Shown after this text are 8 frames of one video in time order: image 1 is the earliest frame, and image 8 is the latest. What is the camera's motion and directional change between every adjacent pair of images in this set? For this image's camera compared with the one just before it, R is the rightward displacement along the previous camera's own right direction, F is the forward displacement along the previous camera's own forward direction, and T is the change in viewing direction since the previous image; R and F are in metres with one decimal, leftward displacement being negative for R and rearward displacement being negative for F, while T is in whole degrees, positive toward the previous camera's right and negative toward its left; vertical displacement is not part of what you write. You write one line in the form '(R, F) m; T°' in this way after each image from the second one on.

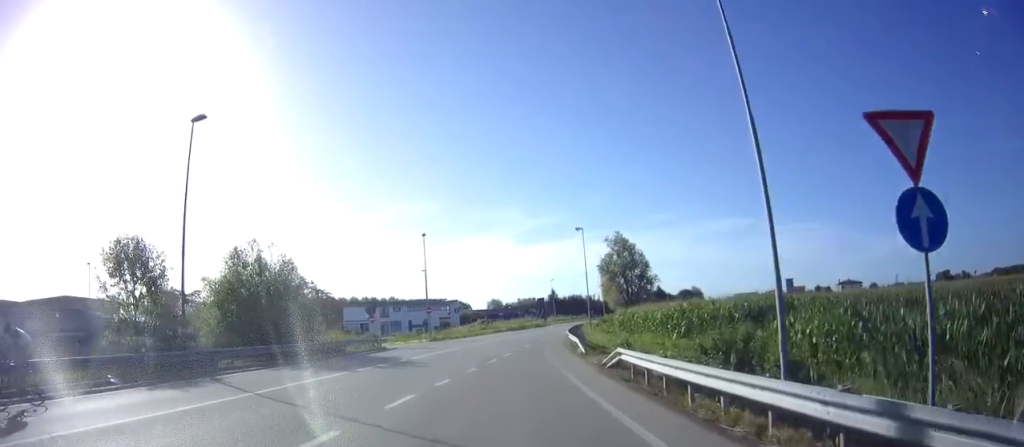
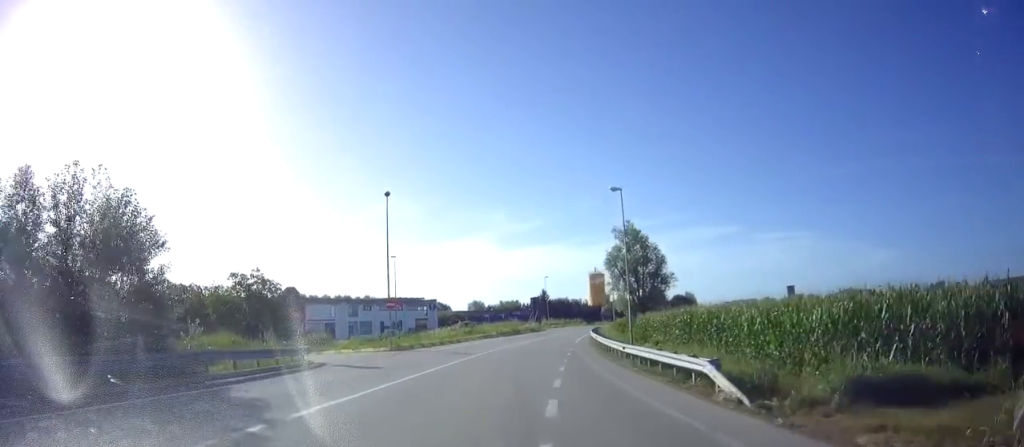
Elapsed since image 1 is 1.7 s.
(+0.1, +14.8) m; +4°
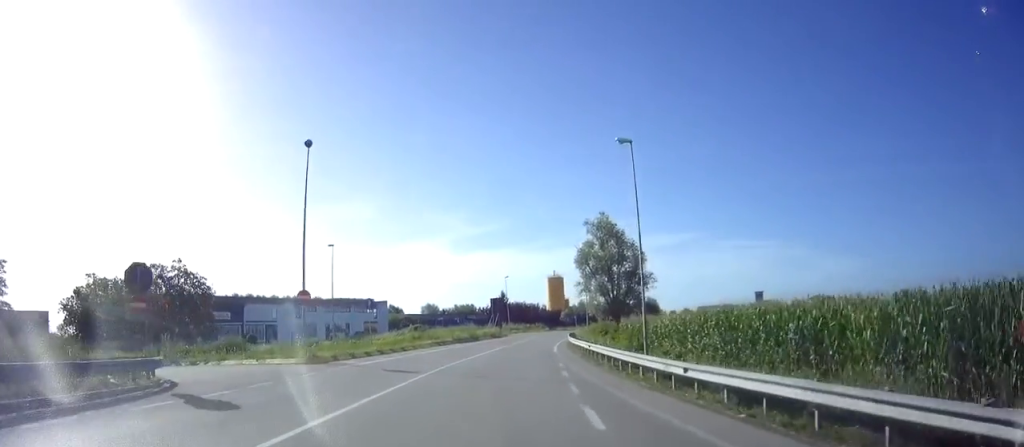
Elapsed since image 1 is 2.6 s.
(+0.4, +8.9) m; +5°
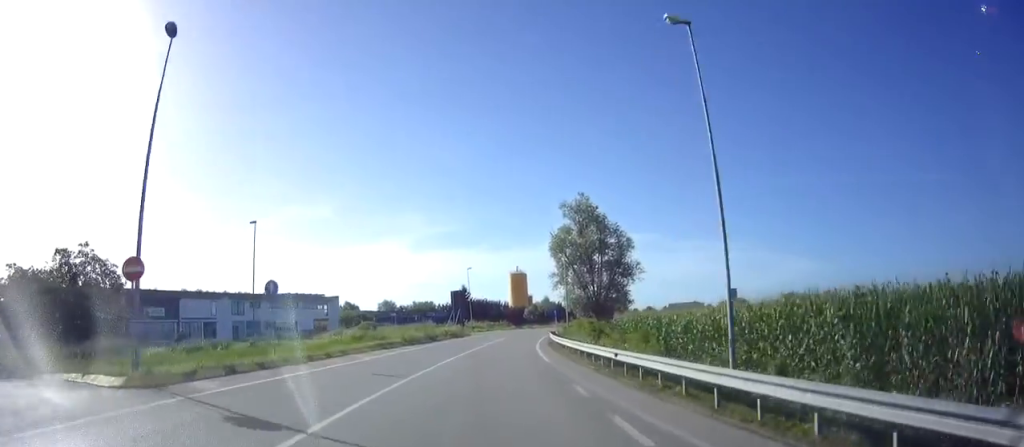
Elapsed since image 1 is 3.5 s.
(+0.4, +9.8) m; +4°
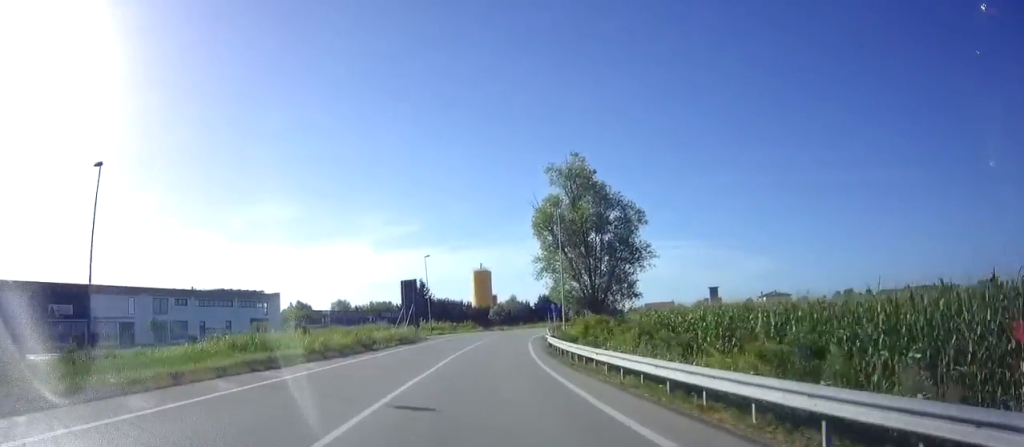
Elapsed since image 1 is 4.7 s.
(+0.5, +14.4) m; +3°
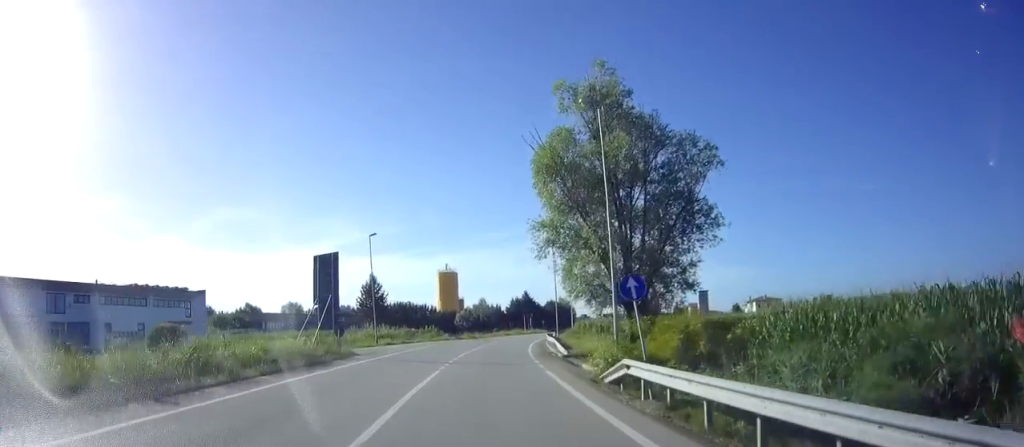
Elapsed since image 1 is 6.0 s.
(+0.8, +17.5) m; +5°
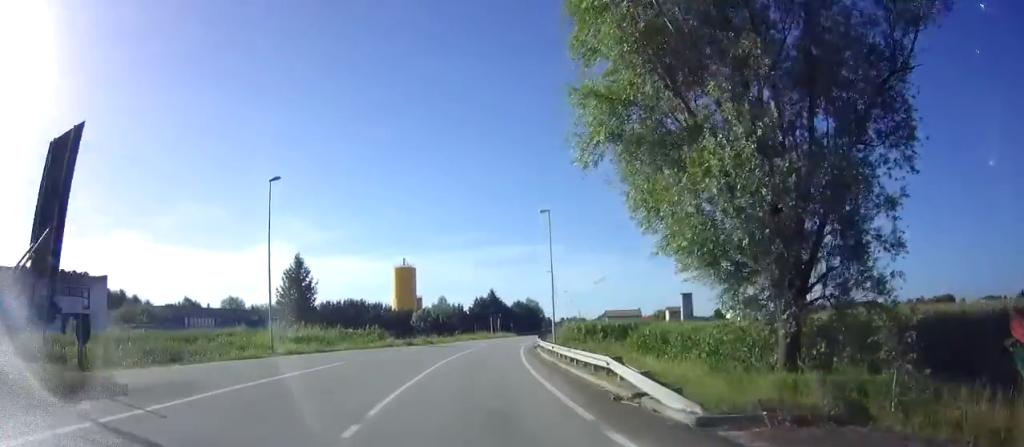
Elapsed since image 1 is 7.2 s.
(+0.1, +16.8) m; +3°
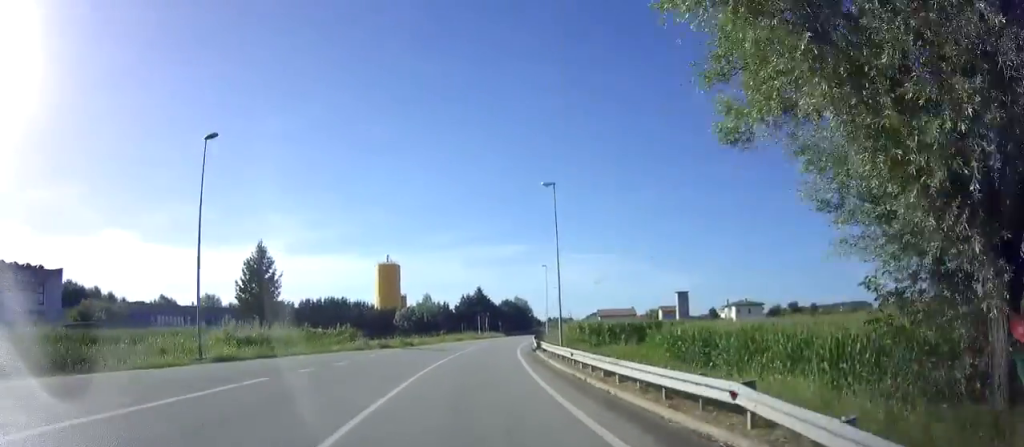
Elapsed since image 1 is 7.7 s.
(+0.3, +6.5) m; +2°
